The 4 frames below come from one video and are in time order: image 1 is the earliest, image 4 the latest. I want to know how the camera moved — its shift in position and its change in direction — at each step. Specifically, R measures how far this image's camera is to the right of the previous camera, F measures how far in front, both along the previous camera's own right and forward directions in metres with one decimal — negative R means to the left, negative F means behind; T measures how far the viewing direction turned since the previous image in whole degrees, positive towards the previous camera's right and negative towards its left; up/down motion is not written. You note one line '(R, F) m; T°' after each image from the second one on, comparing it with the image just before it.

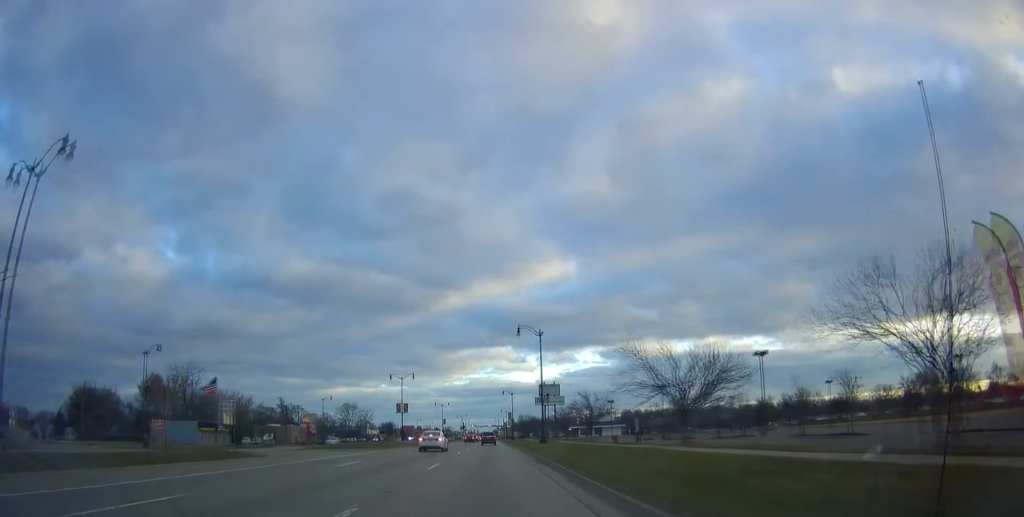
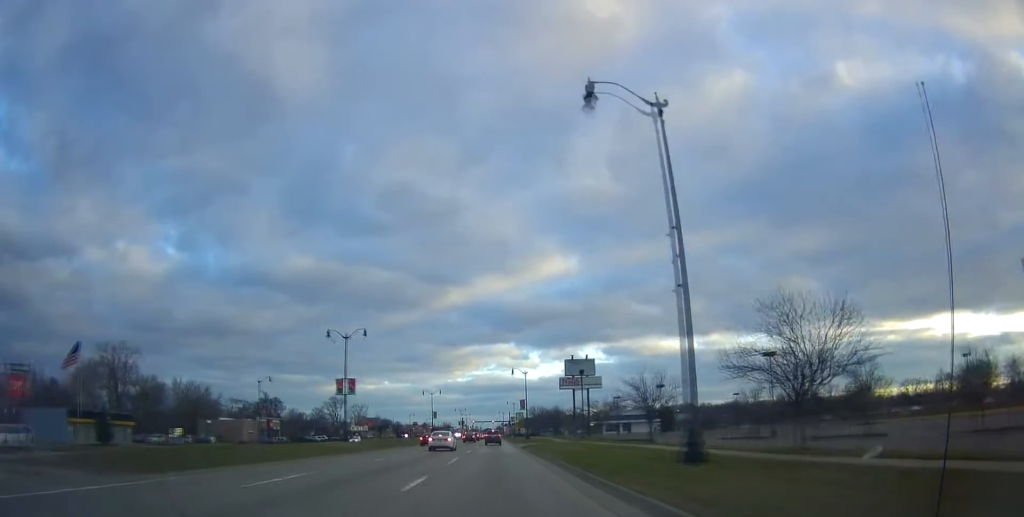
(+0.2, +38.7) m; 0°
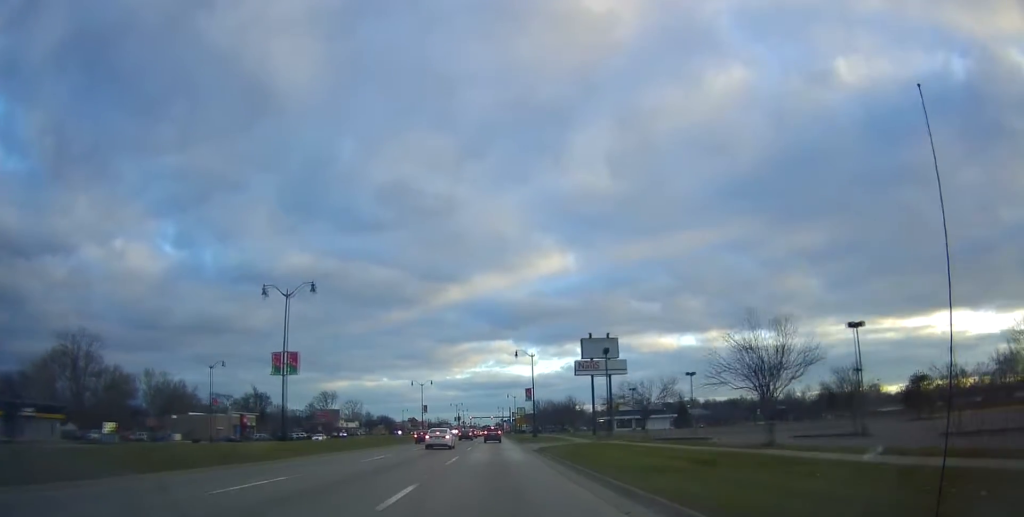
(0.0, +16.8) m; -3°
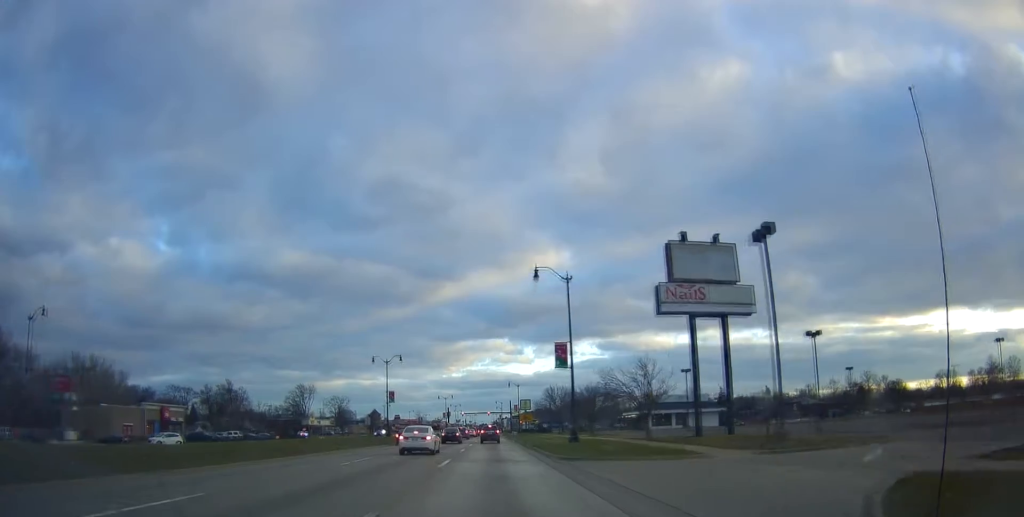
(+0.2, +36.2) m; +3°
